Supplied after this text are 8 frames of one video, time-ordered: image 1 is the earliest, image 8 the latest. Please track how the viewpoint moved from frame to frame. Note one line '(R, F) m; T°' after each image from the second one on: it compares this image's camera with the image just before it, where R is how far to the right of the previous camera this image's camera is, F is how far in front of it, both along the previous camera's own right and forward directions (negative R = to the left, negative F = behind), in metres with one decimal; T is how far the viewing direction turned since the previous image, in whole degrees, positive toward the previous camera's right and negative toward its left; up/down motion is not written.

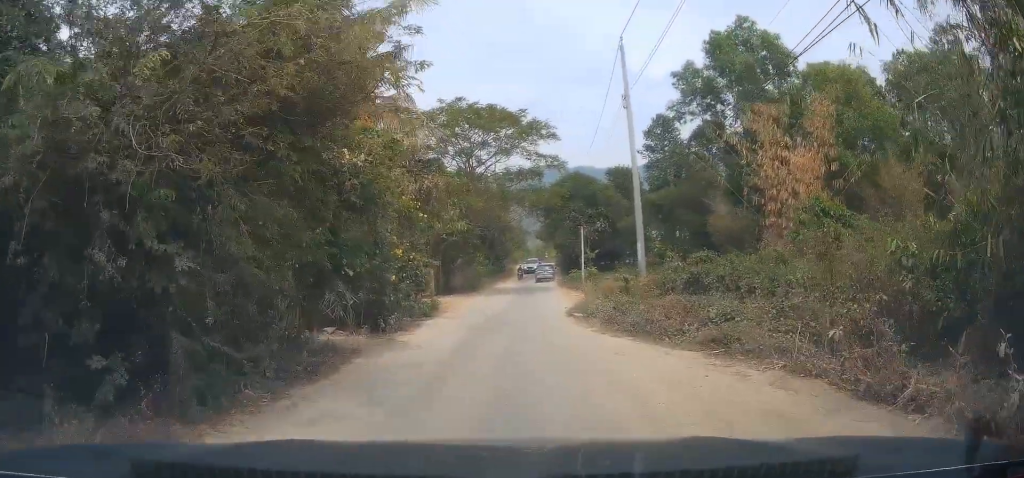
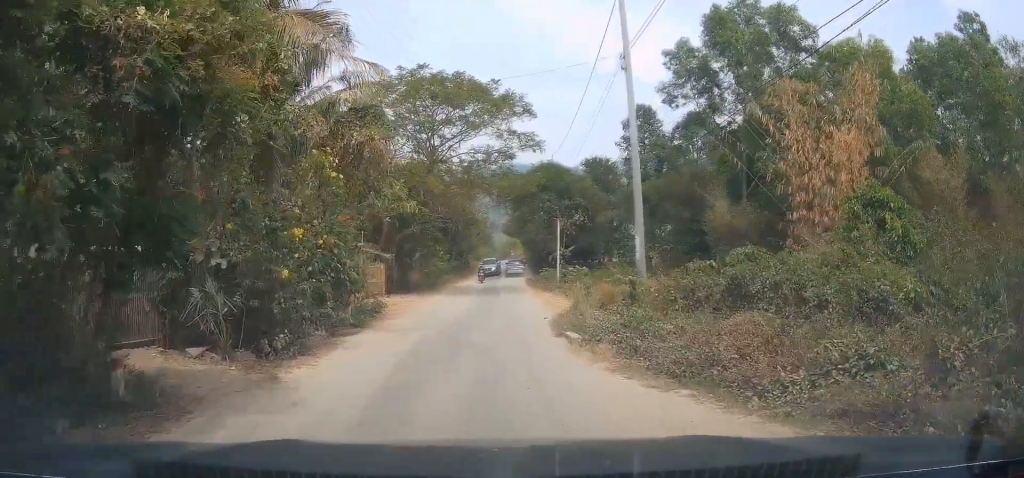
(-0.8, +5.6) m; -6°
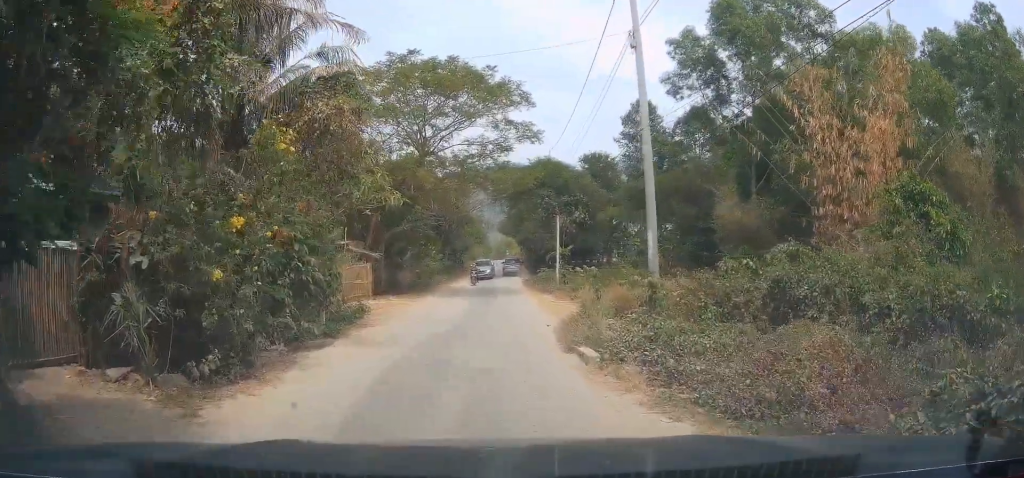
(+0.1, +2.6) m; +1°
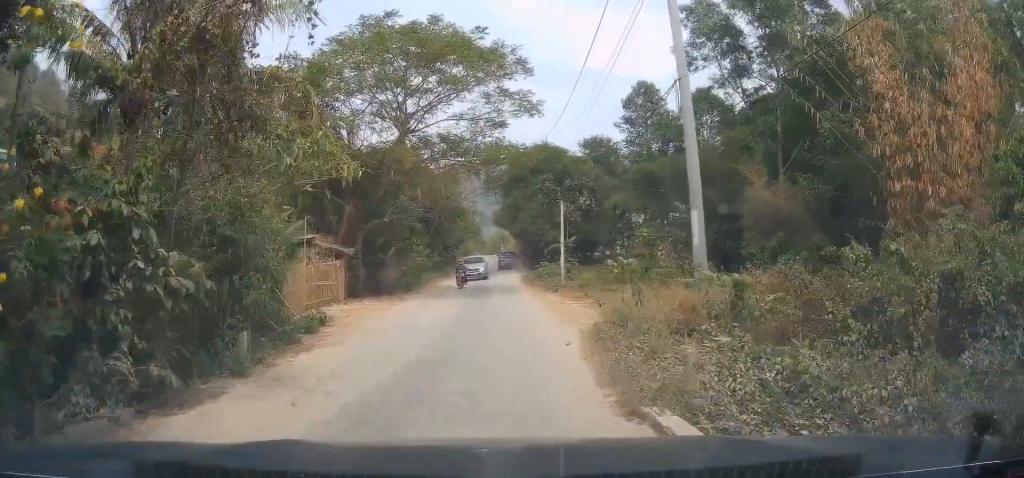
(+0.3, +5.3) m; +5°
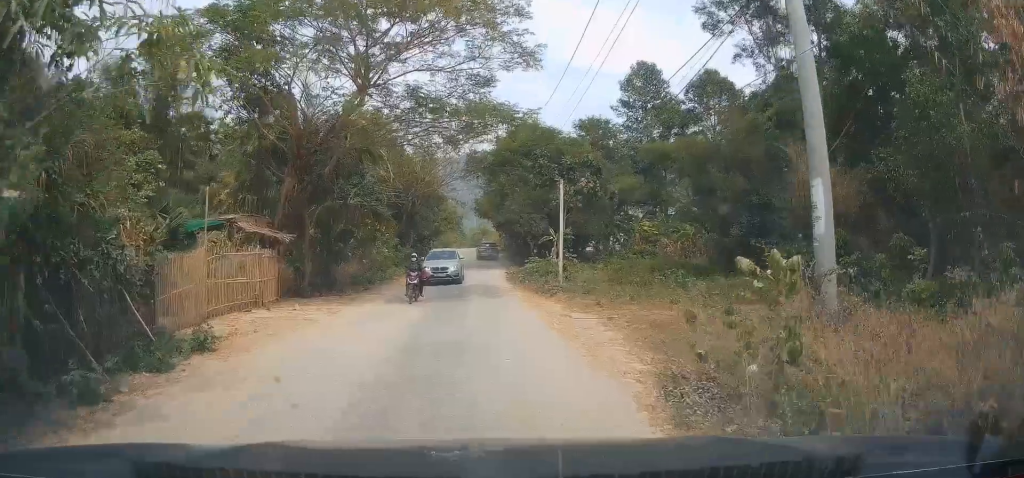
(+0.2, +6.3) m; +8°
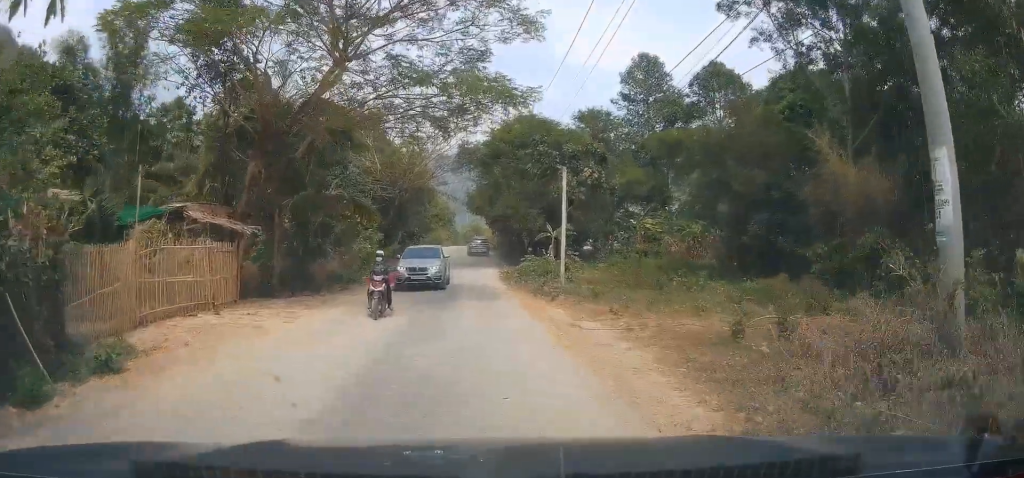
(+0.4, +2.9) m; +1°
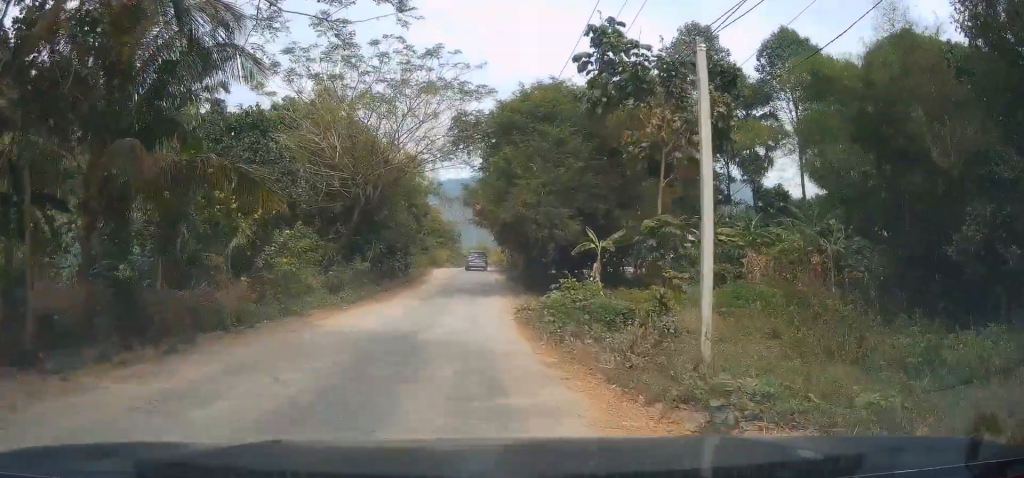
(-0.9, +13.3) m; -8°
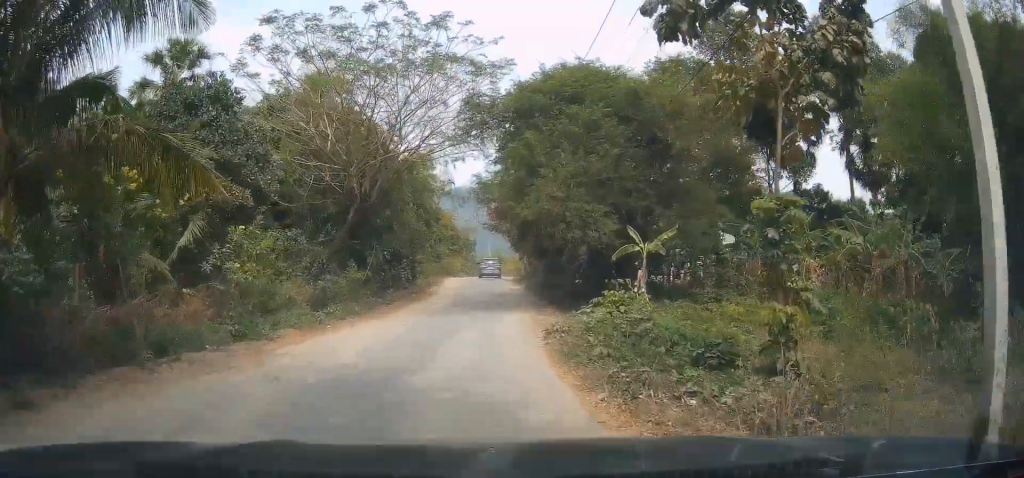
(-0.1, +4.3) m; -1°
